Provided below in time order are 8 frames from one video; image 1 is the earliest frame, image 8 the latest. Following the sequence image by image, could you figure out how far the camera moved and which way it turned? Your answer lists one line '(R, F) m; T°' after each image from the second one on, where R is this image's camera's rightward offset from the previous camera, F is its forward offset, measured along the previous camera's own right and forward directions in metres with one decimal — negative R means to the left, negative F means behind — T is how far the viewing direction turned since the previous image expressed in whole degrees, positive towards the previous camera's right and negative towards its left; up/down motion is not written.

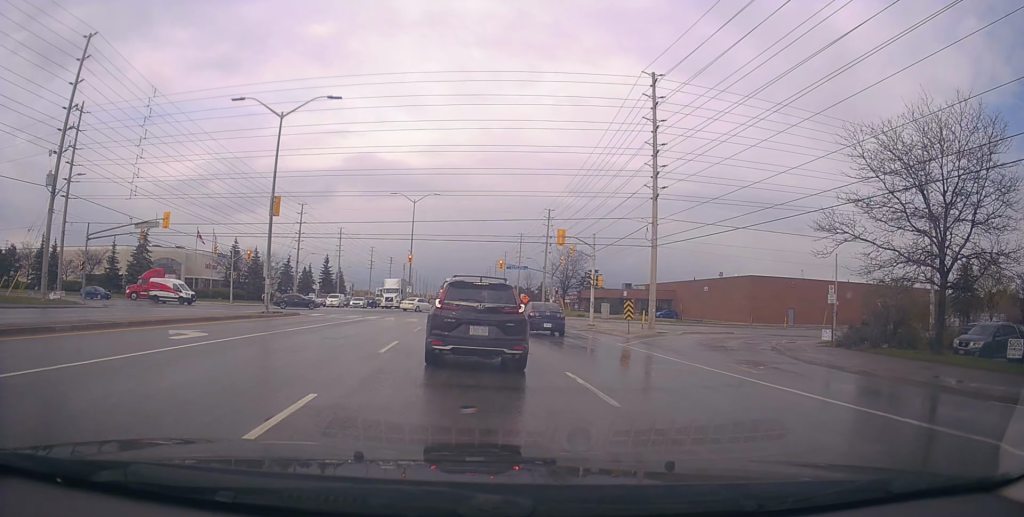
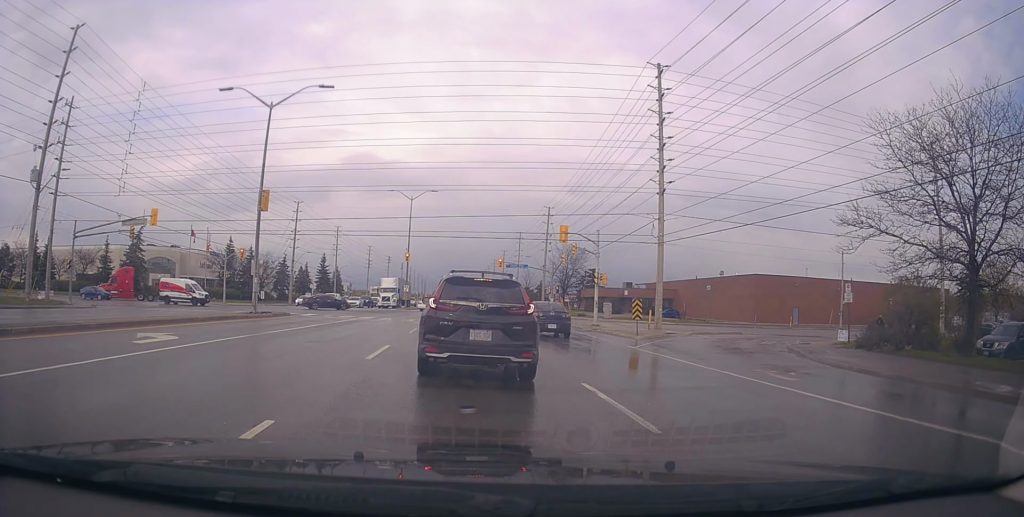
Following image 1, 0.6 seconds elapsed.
(0.0, +1.6) m; 0°
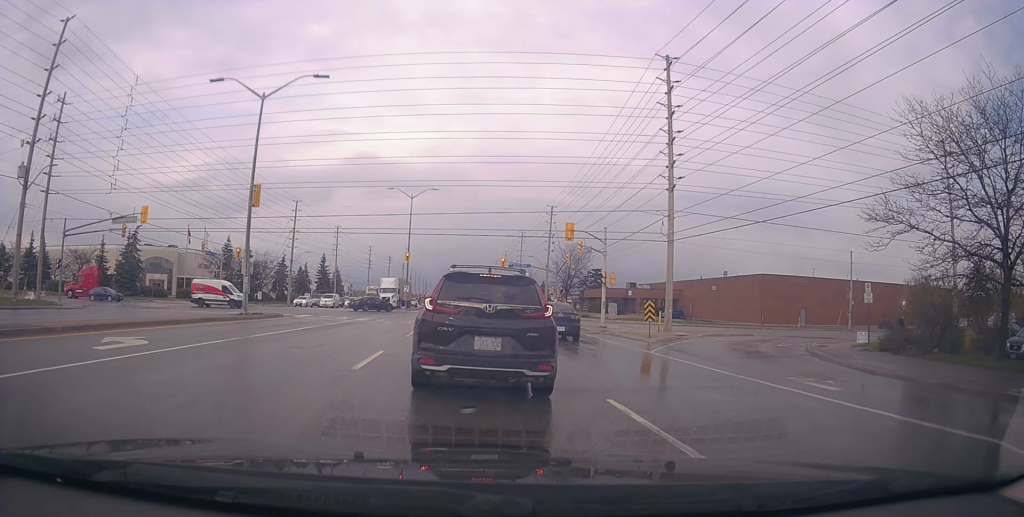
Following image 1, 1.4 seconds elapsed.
(0.0, +1.7) m; 0°
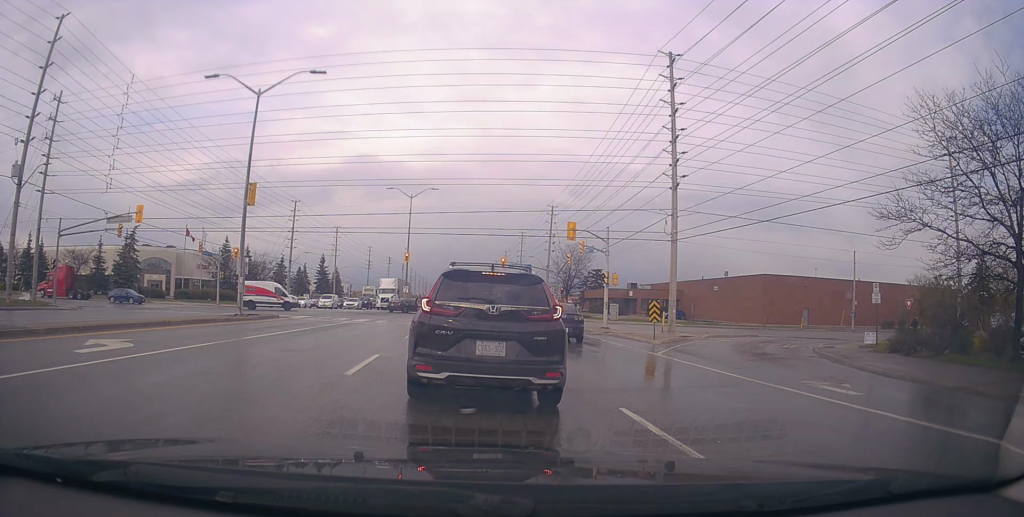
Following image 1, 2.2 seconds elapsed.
(-0.2, +0.4) m; 0°
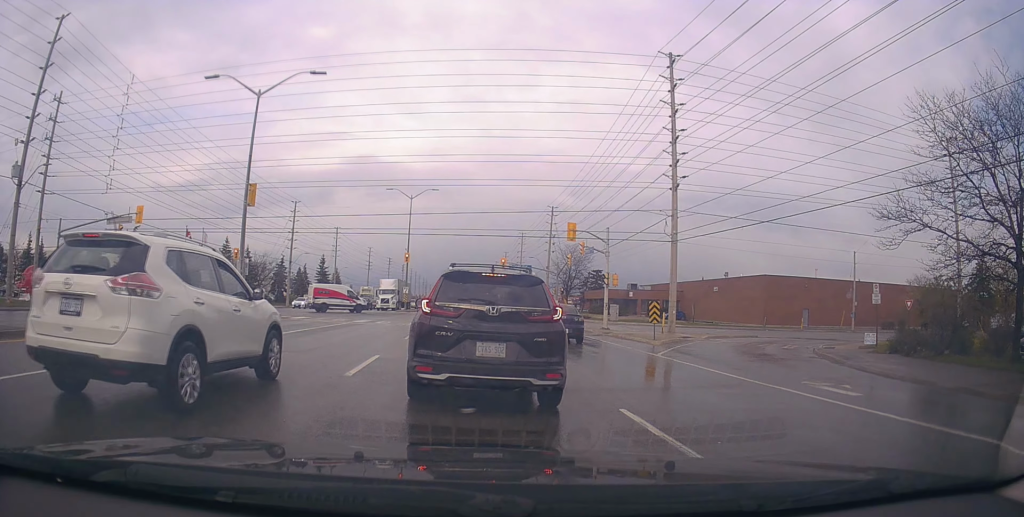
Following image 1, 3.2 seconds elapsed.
(-0.1, 0.0) m; 0°
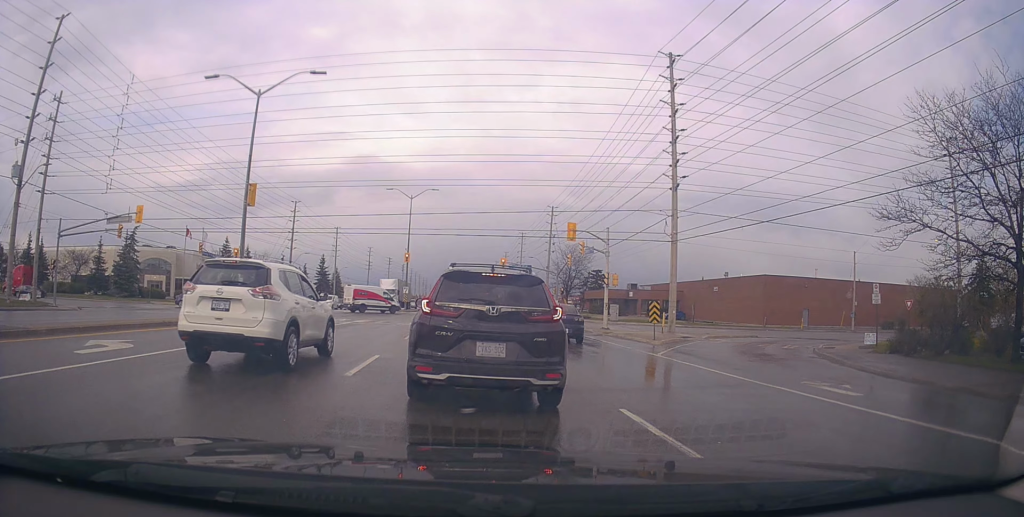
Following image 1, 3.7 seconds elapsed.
(0.0, 0.0) m; 0°
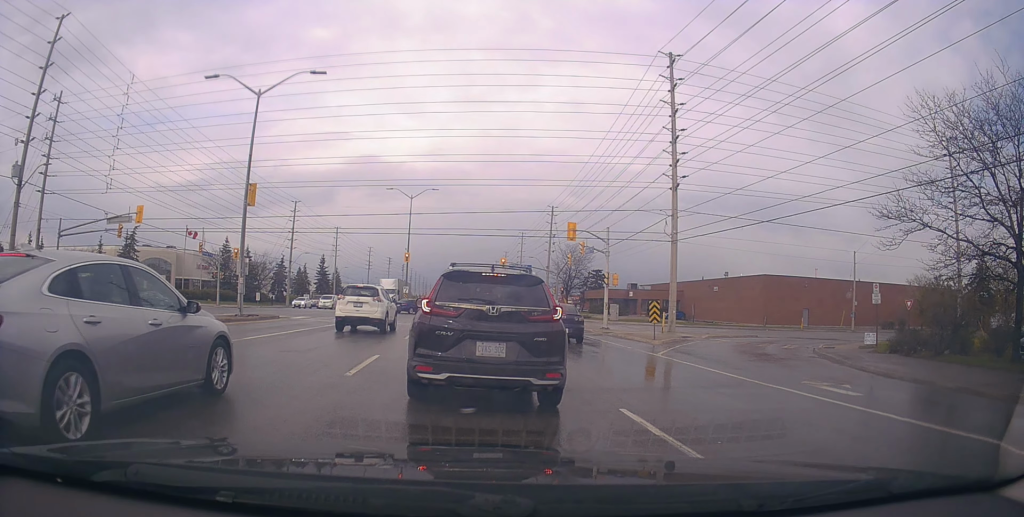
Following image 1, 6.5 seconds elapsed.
(0.0, 0.0) m; 0°
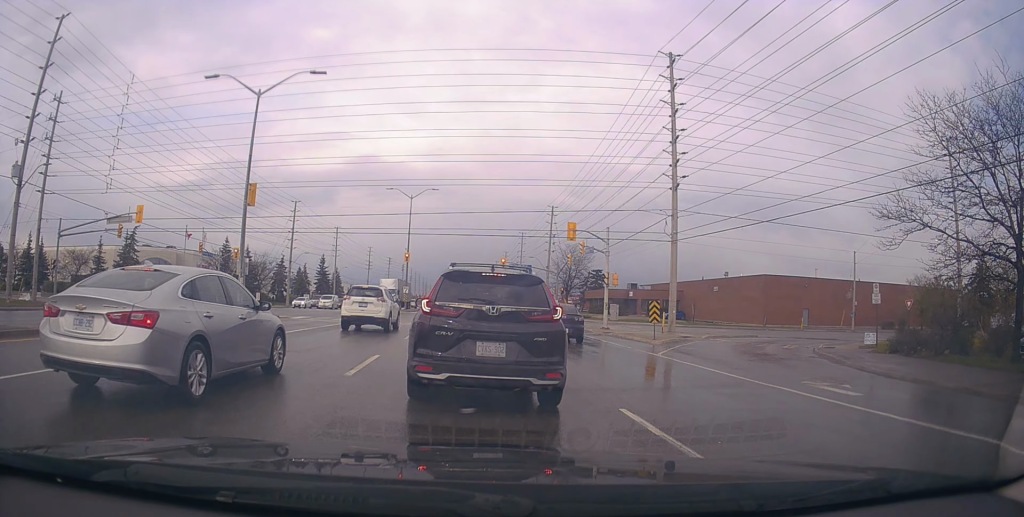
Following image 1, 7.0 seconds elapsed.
(0.0, 0.0) m; 0°
